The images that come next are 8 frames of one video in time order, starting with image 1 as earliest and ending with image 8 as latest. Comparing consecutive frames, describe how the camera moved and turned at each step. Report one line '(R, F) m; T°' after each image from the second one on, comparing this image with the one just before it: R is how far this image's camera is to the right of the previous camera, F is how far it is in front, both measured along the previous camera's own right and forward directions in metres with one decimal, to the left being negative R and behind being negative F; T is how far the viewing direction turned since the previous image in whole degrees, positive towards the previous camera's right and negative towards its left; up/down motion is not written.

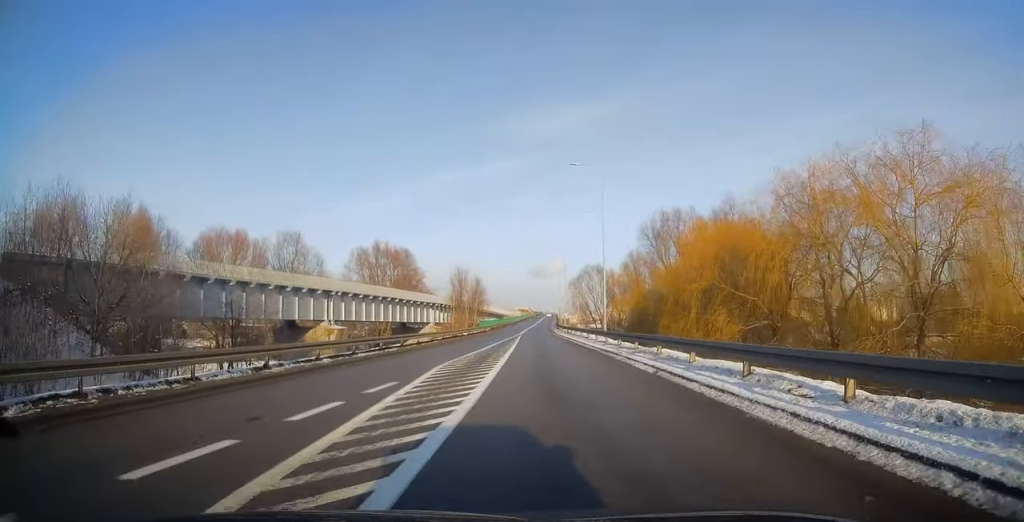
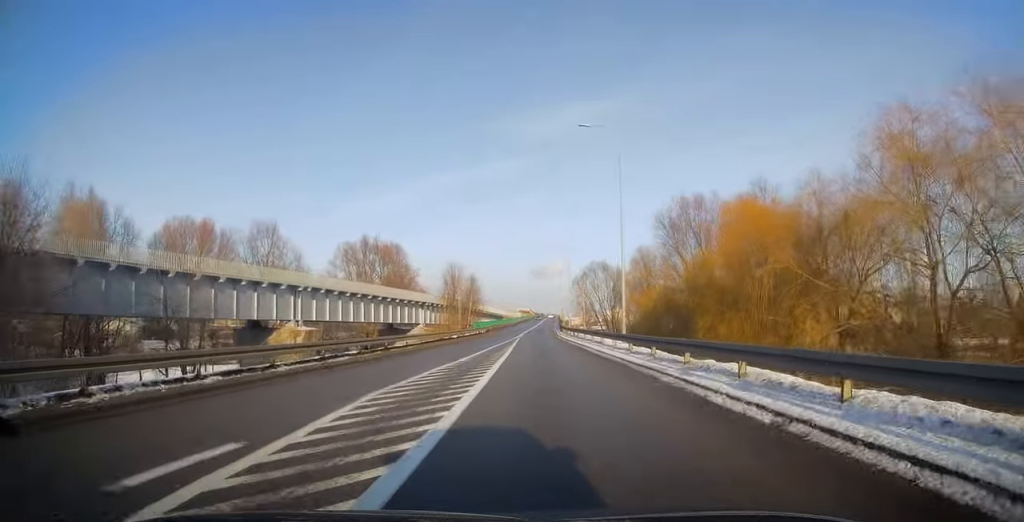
(0.0, +8.1) m; 0°
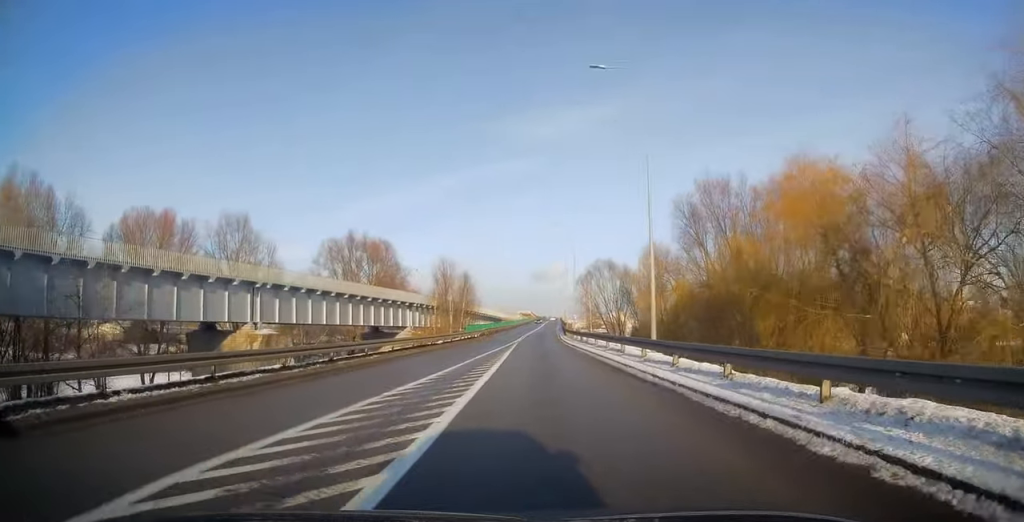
(+0.1, +7.7) m; 0°
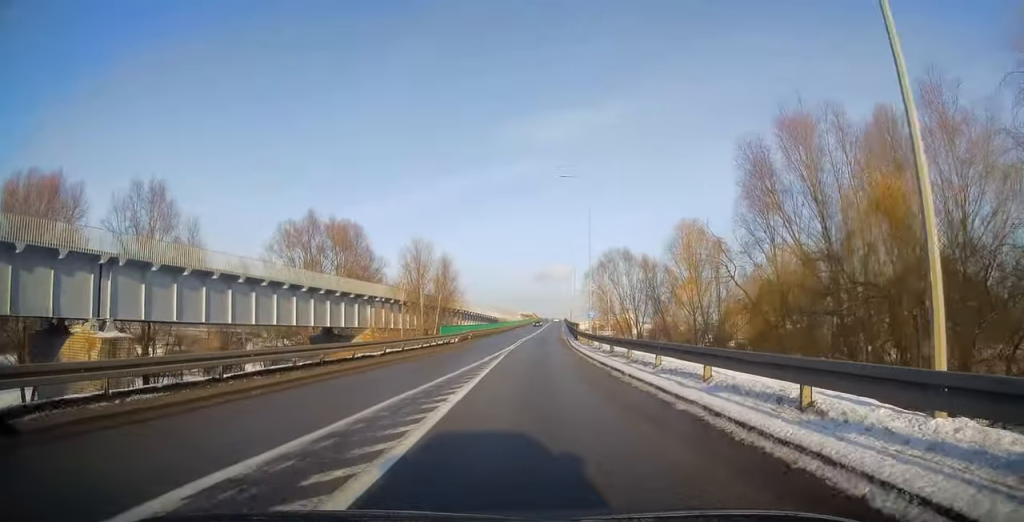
(-0.2, +16.5) m; 0°
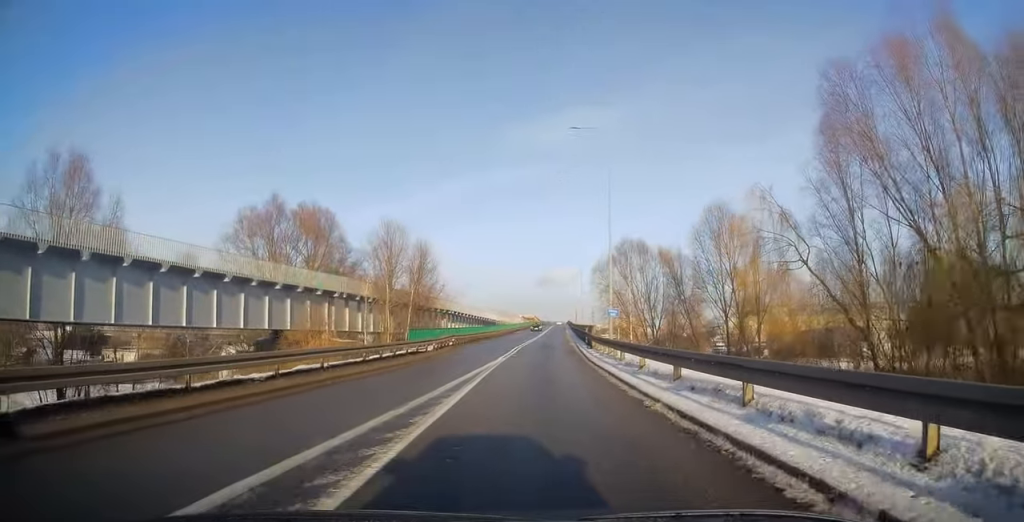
(0.0, +11.0) m; 0°
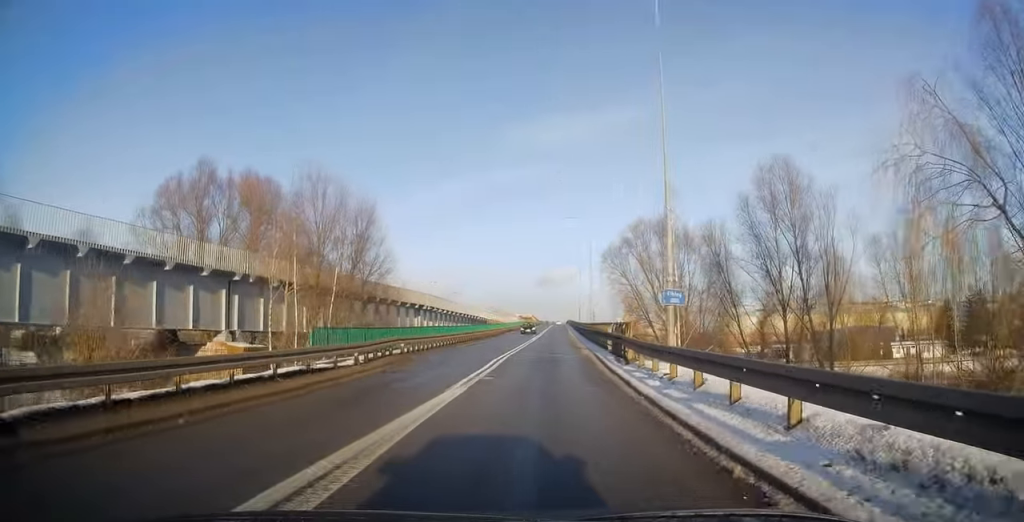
(+0.1, +13.9) m; 0°
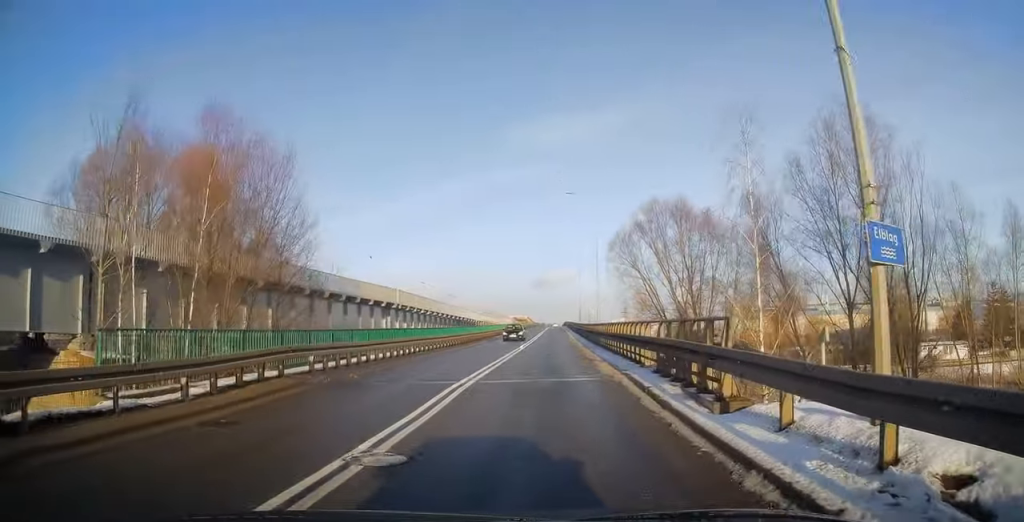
(-0.2, +9.9) m; 0°
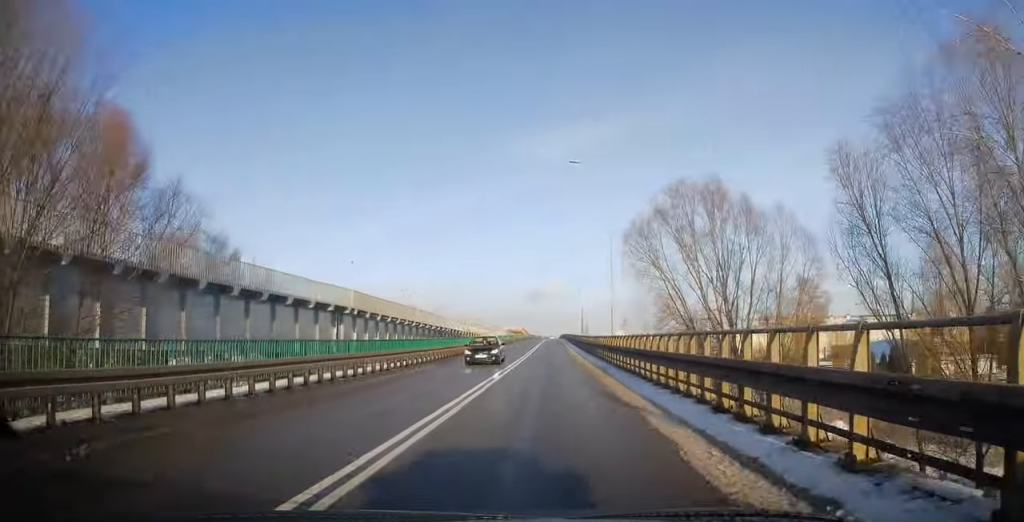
(+0.1, +10.4) m; +1°
